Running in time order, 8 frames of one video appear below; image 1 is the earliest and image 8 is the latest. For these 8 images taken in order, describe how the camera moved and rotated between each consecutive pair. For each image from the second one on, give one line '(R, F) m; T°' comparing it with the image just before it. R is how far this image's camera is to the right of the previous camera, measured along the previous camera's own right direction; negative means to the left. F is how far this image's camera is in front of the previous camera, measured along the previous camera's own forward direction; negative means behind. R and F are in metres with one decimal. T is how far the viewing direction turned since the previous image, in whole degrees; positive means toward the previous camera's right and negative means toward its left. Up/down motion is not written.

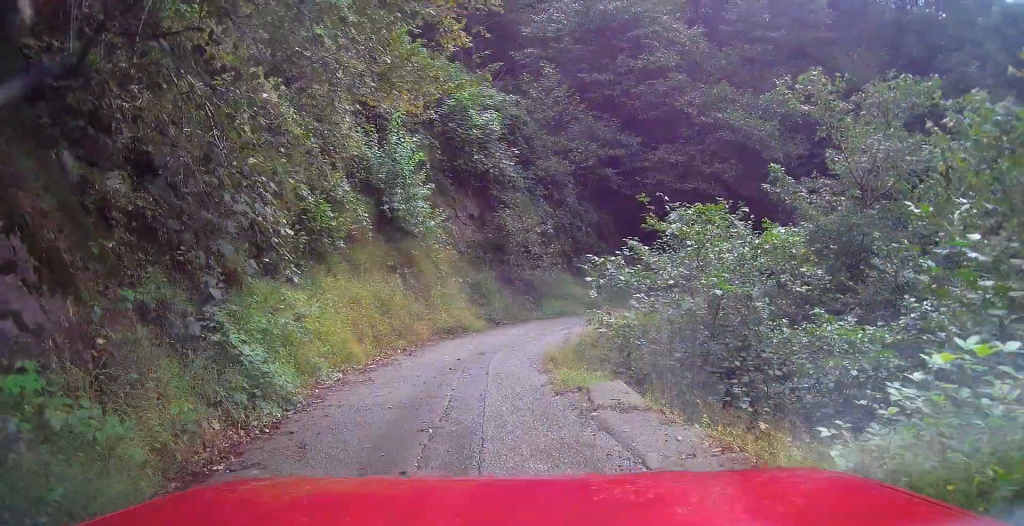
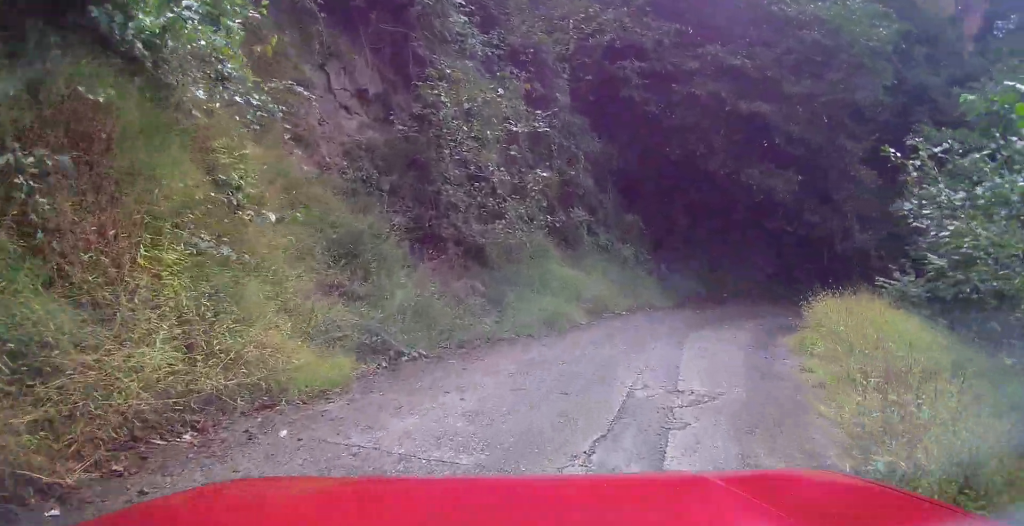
(-0.4, +12.8) m; +8°
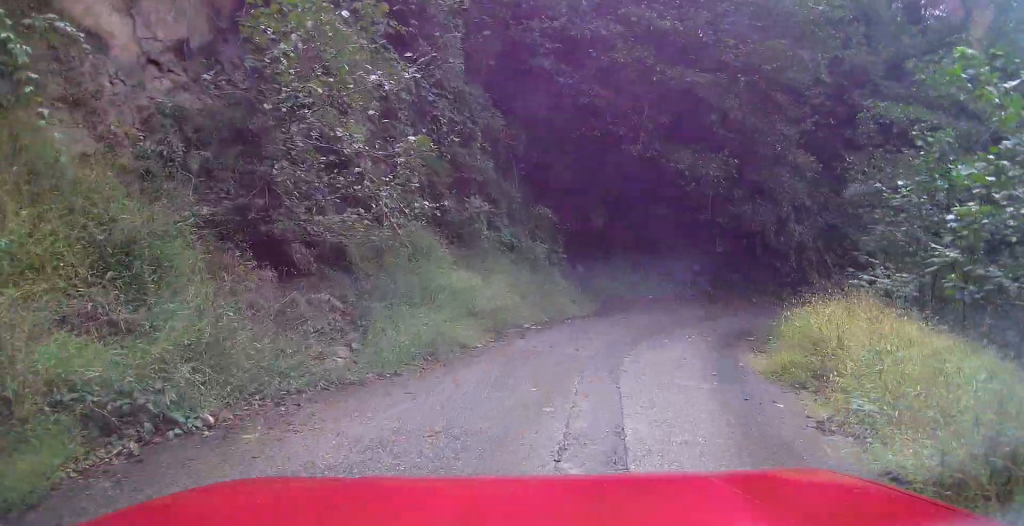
(+0.3, +3.0) m; +5°
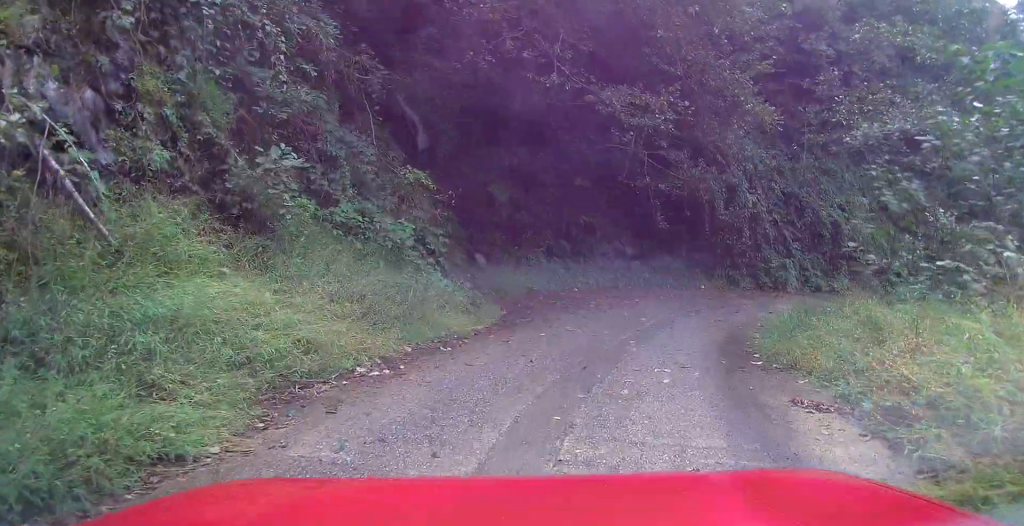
(+0.4, +5.5) m; +6°
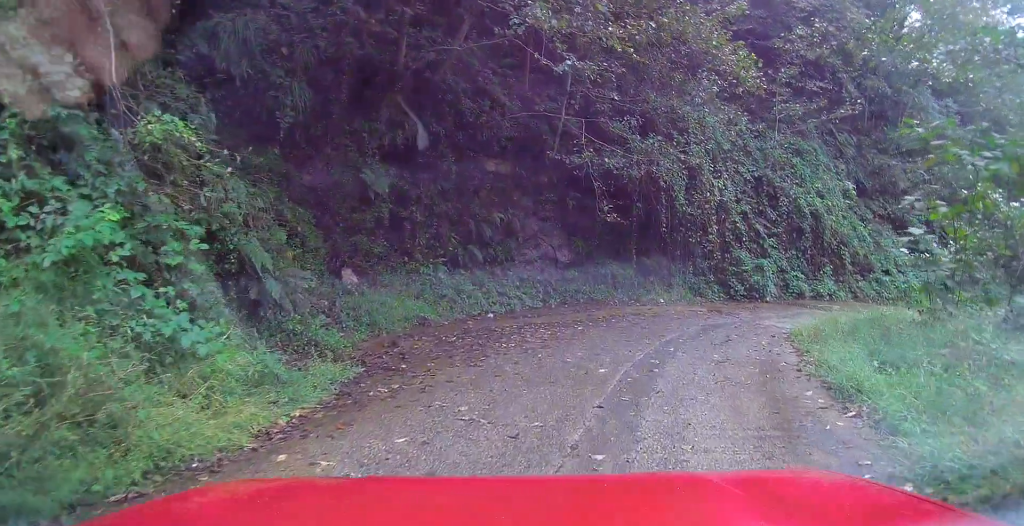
(+0.1, +5.6) m; +5°
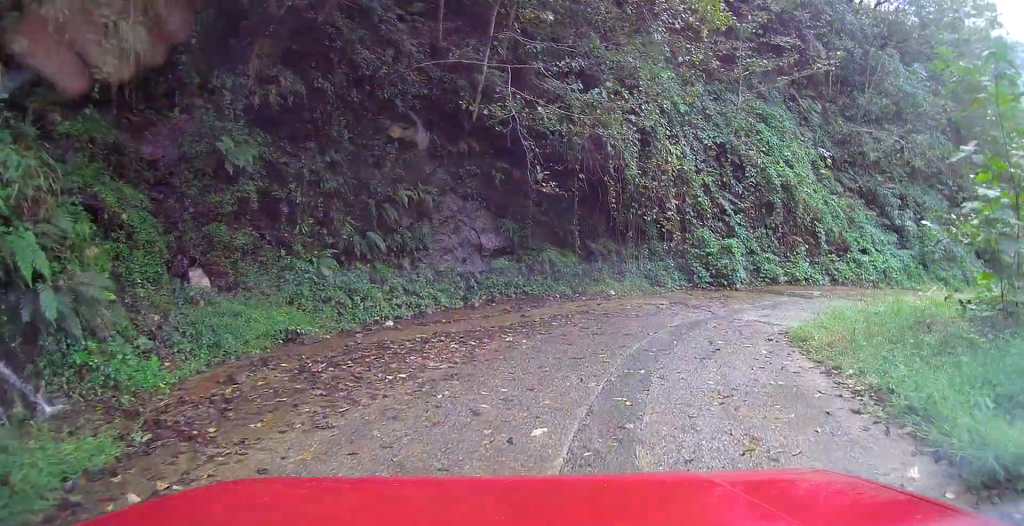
(0.0, +3.3) m; +4°
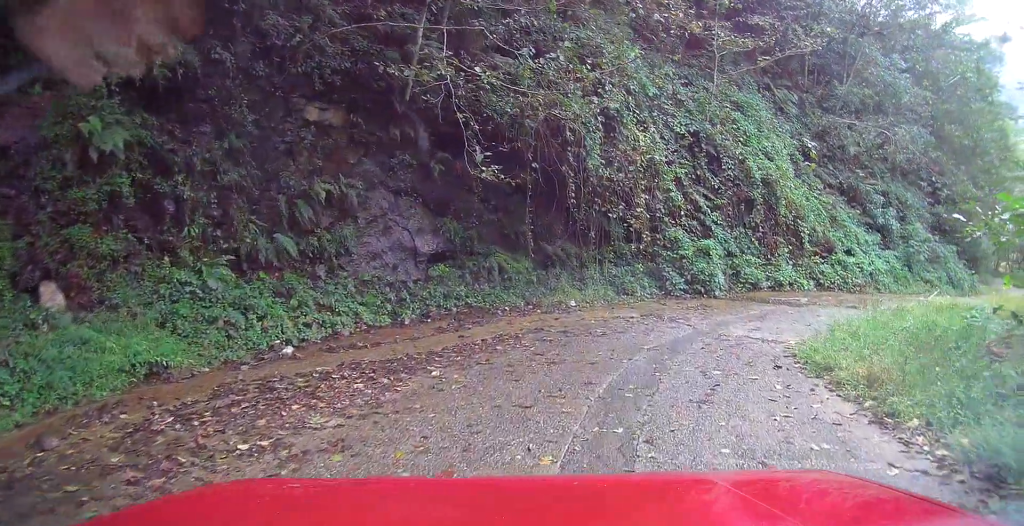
(+0.2, +2.2) m; +5°
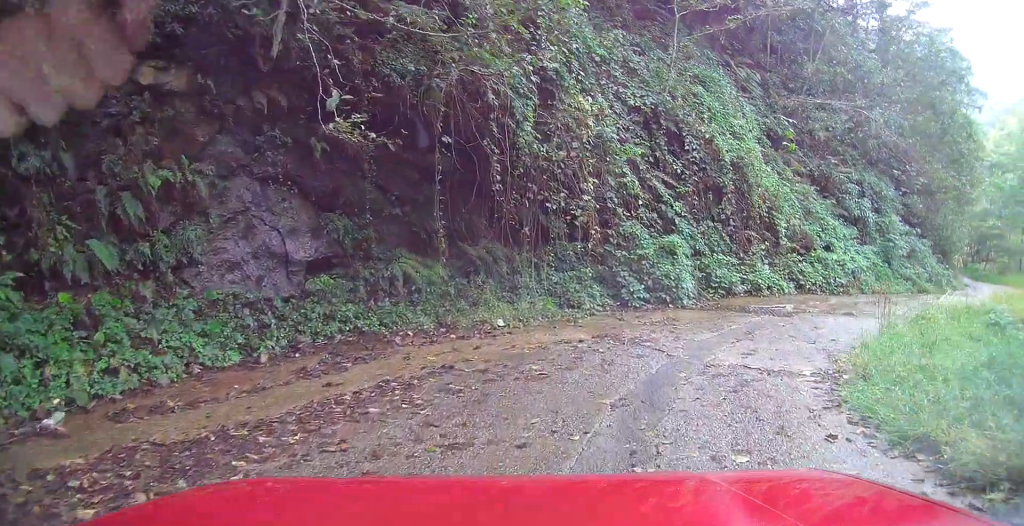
(+0.1, +3.2) m; +6°
